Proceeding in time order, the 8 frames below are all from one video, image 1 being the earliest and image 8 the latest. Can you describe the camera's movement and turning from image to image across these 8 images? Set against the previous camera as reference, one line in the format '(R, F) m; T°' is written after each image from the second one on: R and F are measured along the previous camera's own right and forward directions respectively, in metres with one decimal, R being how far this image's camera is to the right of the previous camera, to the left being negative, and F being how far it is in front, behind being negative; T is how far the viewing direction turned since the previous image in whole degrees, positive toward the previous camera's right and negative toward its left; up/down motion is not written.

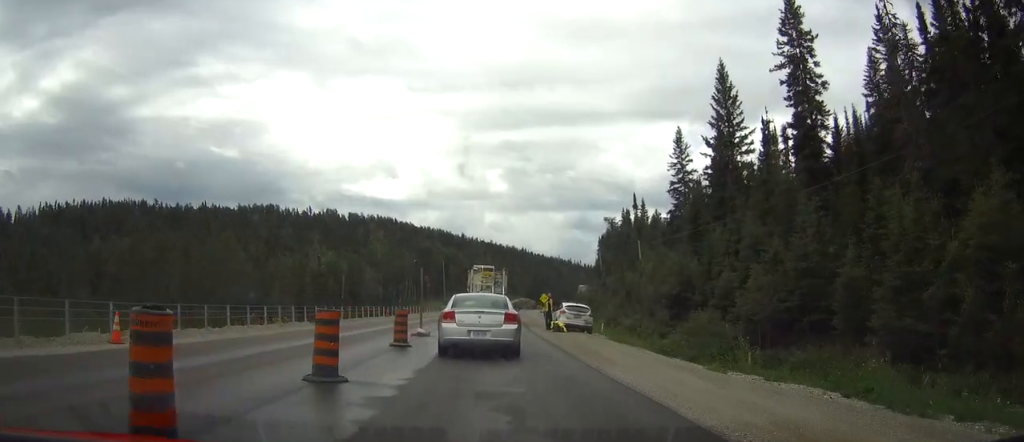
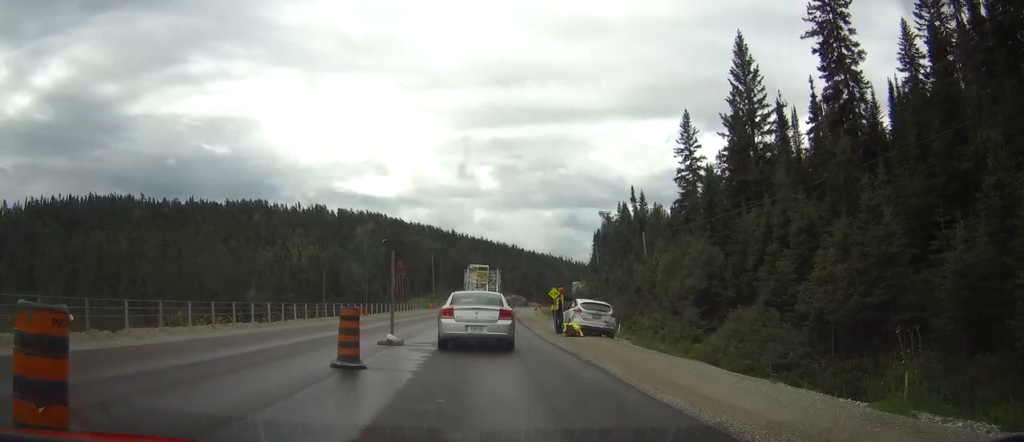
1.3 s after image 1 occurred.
(+0.1, +7.6) m; +1°
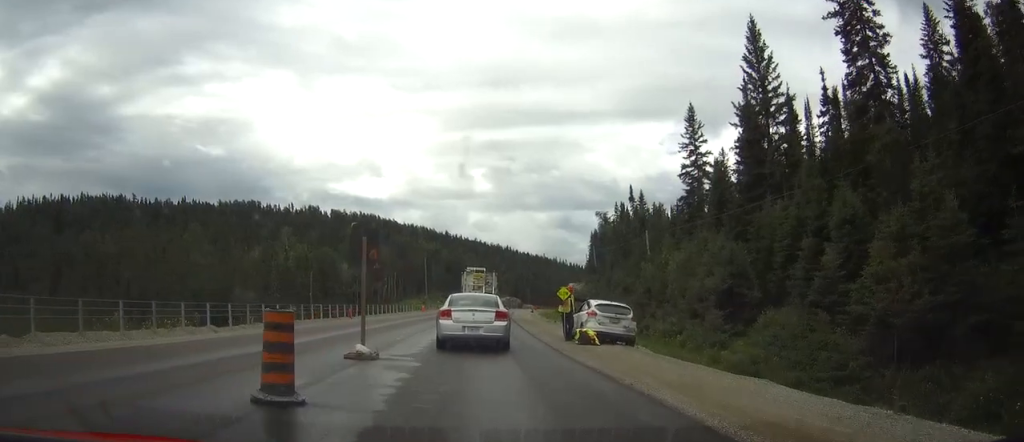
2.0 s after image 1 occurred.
(0.0, +4.8) m; 0°
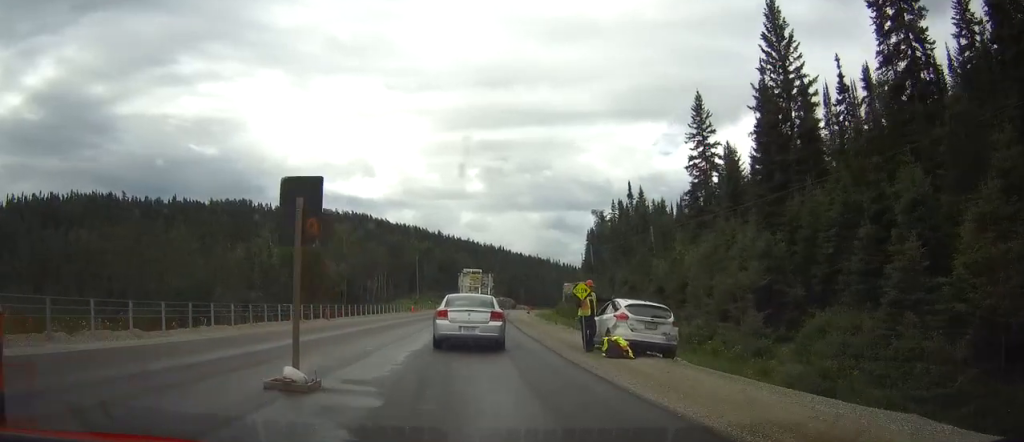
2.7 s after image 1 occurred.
(0.0, +5.5) m; +1°
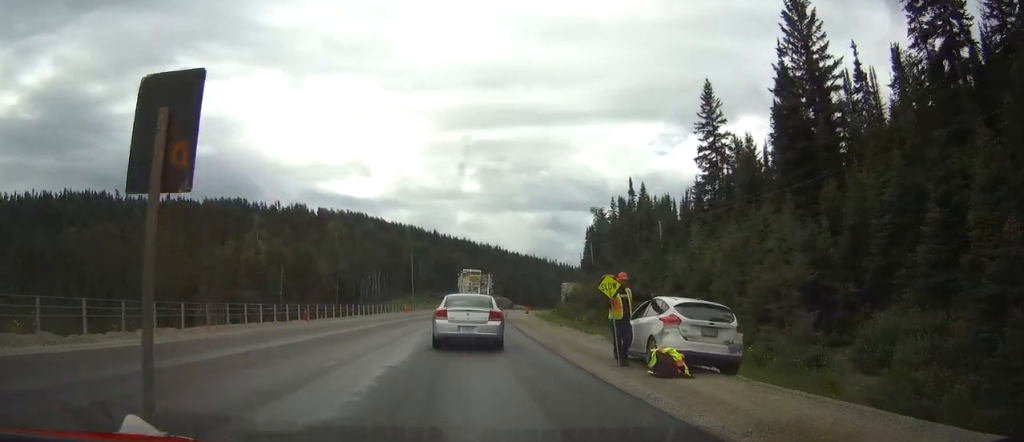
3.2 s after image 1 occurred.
(0.0, +4.7) m; +1°
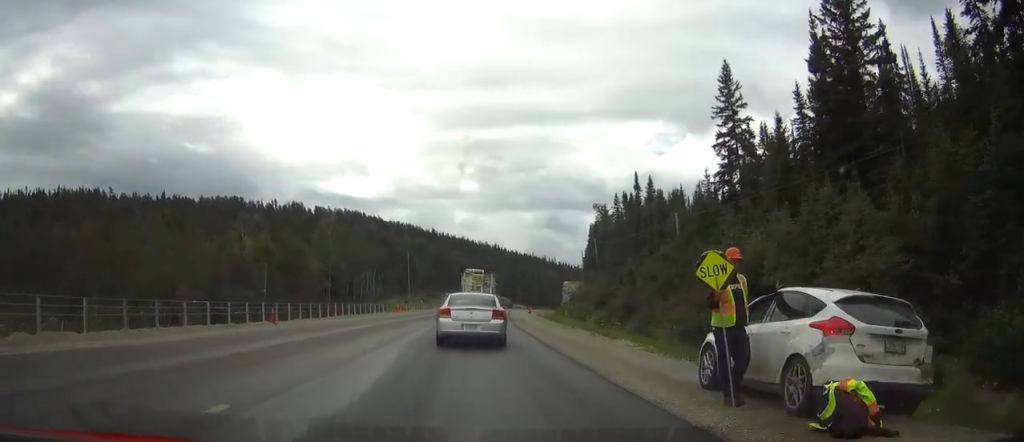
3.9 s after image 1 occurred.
(0.0, +6.1) m; +1°
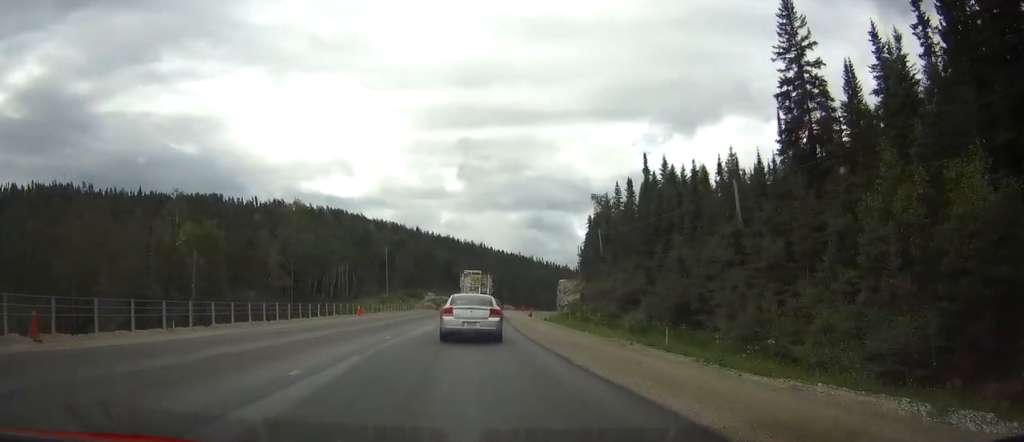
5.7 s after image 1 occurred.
(+0.2, +18.5) m; 0°
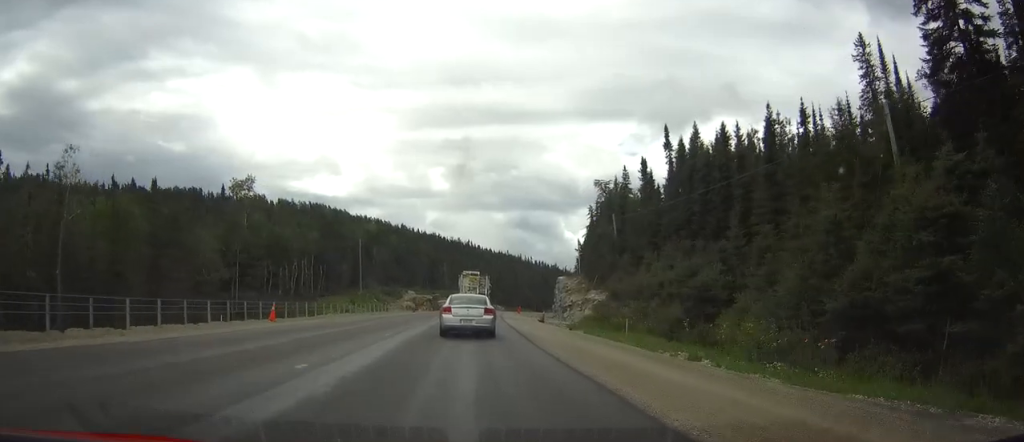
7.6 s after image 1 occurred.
(+0.1, +21.4) m; +1°
